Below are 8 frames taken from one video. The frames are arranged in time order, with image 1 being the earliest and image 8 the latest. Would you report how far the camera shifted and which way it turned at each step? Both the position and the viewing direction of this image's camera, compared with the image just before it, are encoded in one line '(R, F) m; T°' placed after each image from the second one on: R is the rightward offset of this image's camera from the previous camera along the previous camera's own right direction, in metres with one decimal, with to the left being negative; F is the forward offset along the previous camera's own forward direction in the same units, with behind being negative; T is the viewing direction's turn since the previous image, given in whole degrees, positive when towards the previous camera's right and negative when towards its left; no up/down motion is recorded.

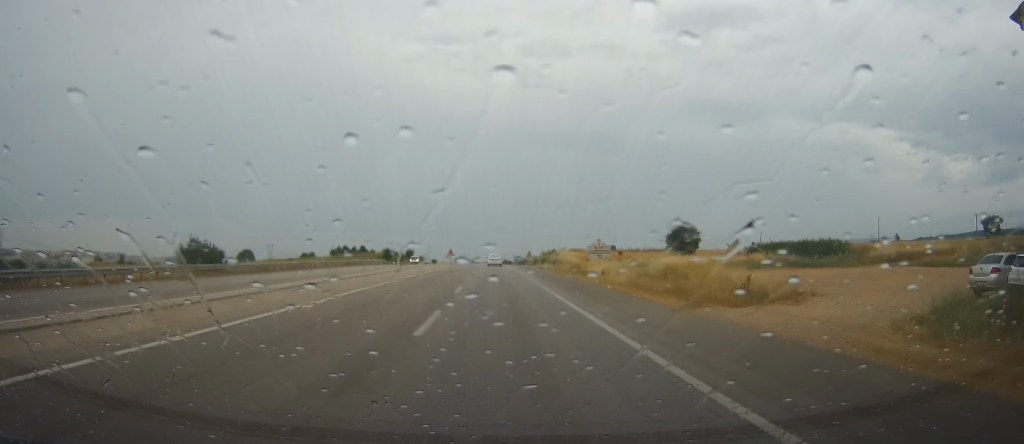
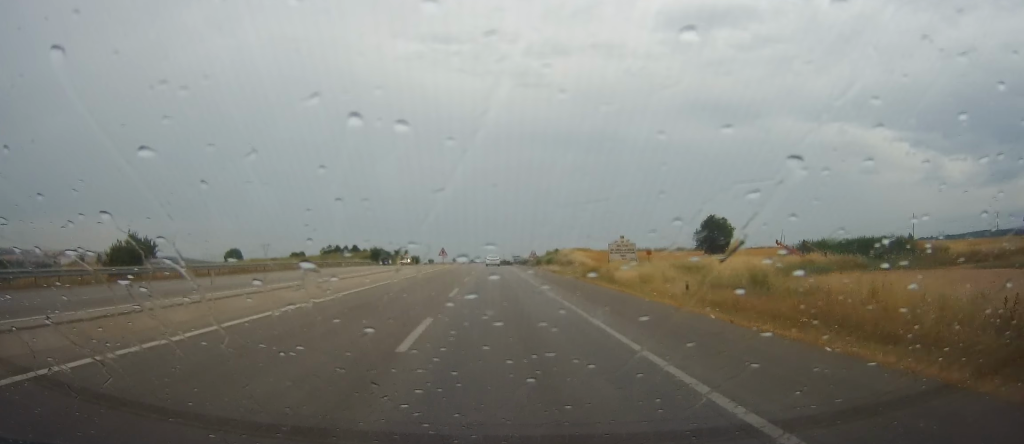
(-0.2, +13.4) m; -1°
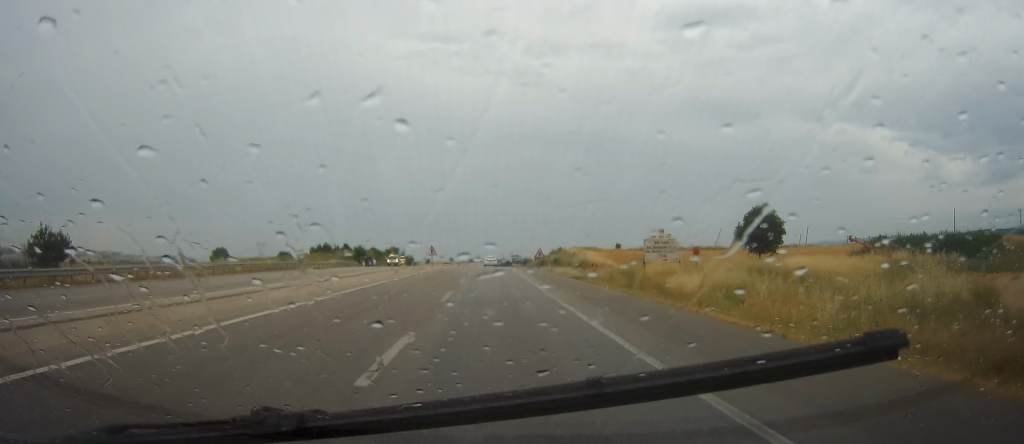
(-0.1, +15.0) m; 0°
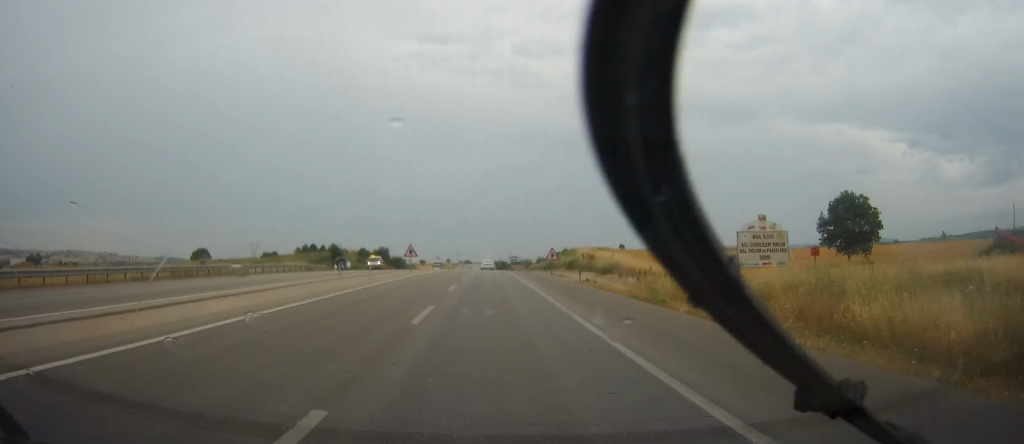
(0.0, +18.1) m; +1°
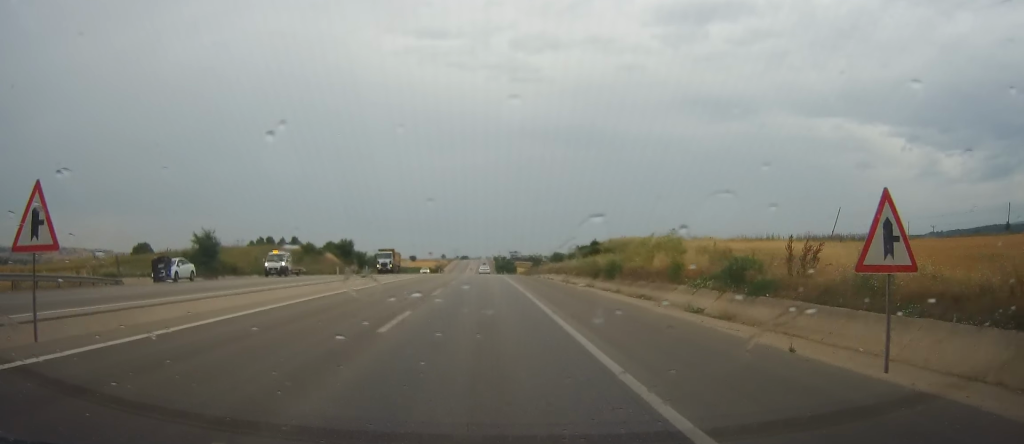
(+2.0, +49.4) m; +5°
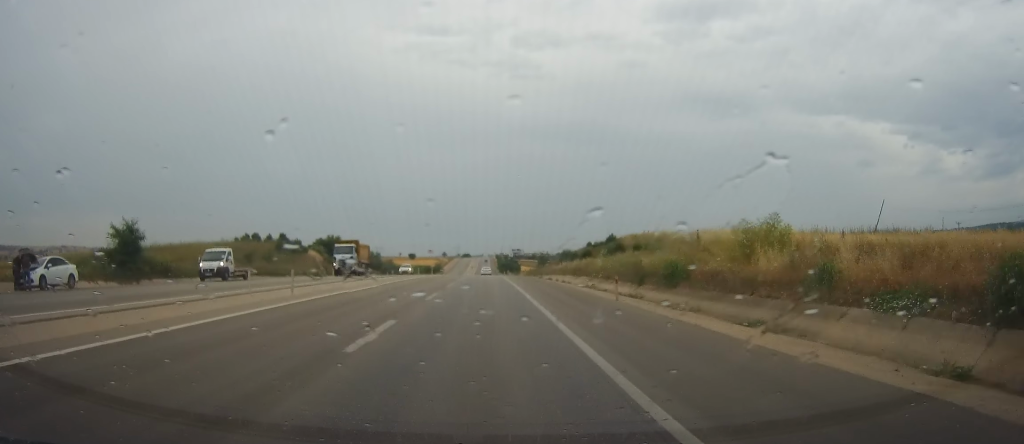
(+0.1, +14.1) m; 0°
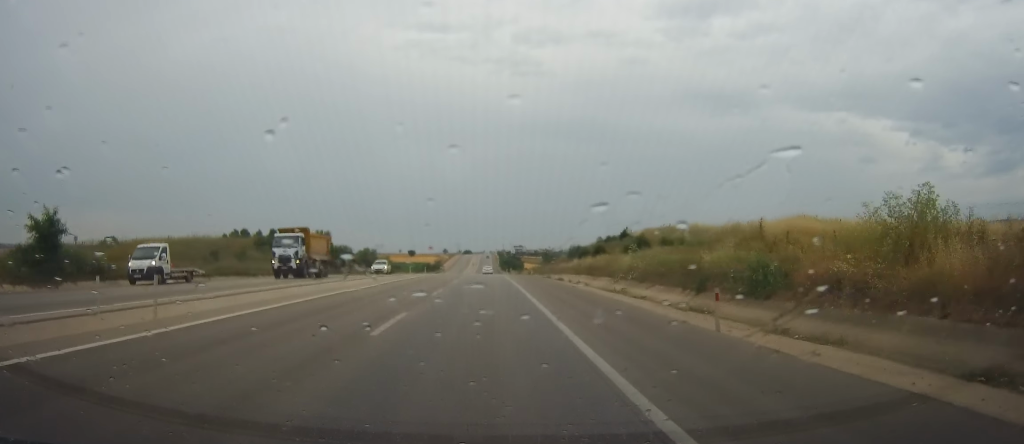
(+0.1, +10.5) m; -1°
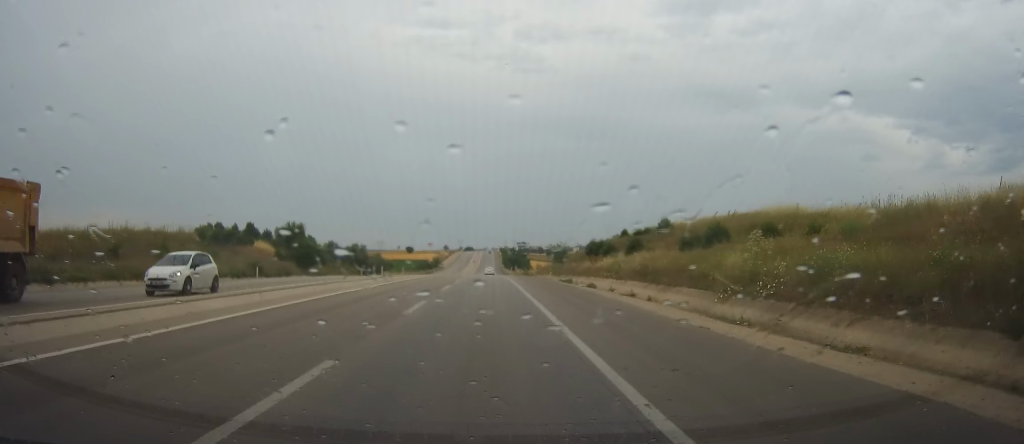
(-0.4, +19.1) m; 0°
